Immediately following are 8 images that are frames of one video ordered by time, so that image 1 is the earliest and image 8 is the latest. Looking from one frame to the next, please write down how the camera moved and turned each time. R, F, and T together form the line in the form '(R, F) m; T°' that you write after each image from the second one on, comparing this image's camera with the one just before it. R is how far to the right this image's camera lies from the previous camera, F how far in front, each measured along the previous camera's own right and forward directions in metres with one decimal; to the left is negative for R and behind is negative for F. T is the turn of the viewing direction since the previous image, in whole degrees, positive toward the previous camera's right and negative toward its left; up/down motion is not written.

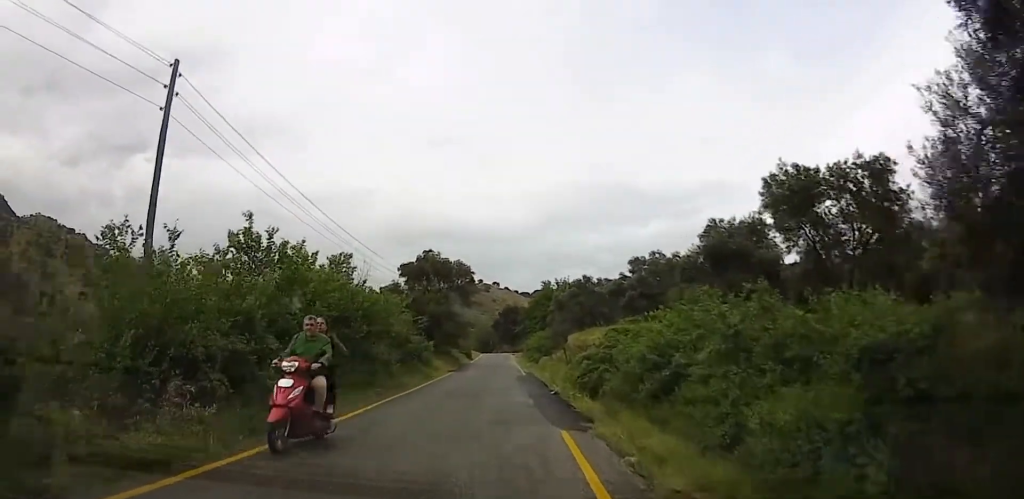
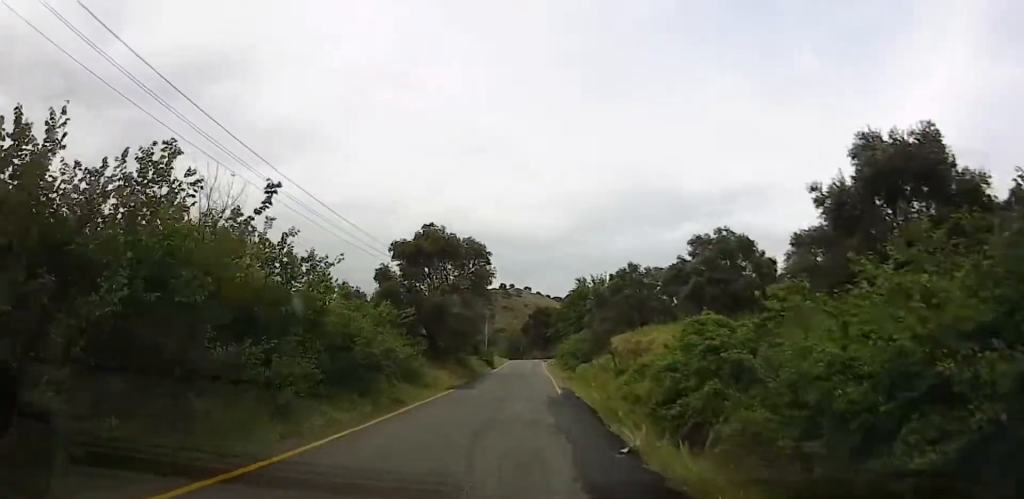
(+0.3, +9.1) m; +4°
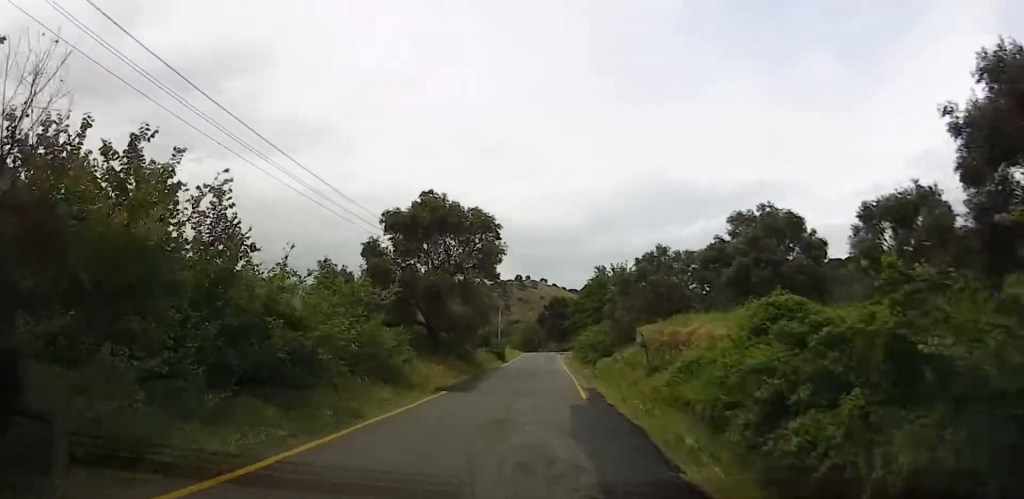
(+0.1, +4.3) m; +1°
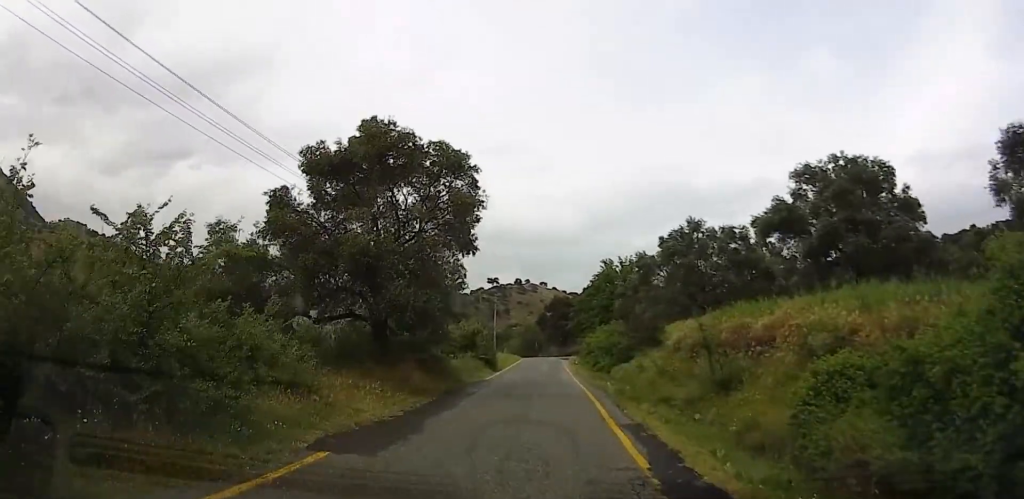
(-0.2, +8.0) m; -8°
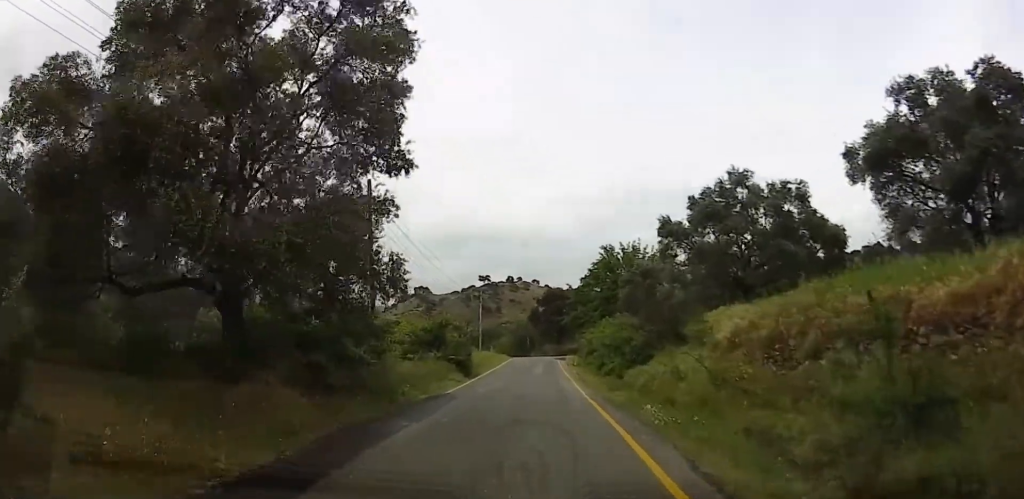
(-0.9, +7.6) m; -4°
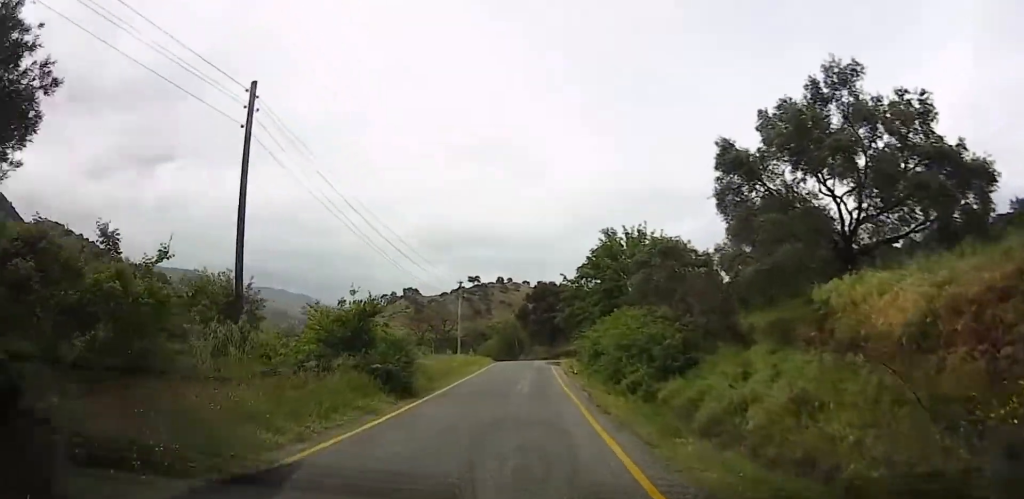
(+0.3, +9.4) m; +2°
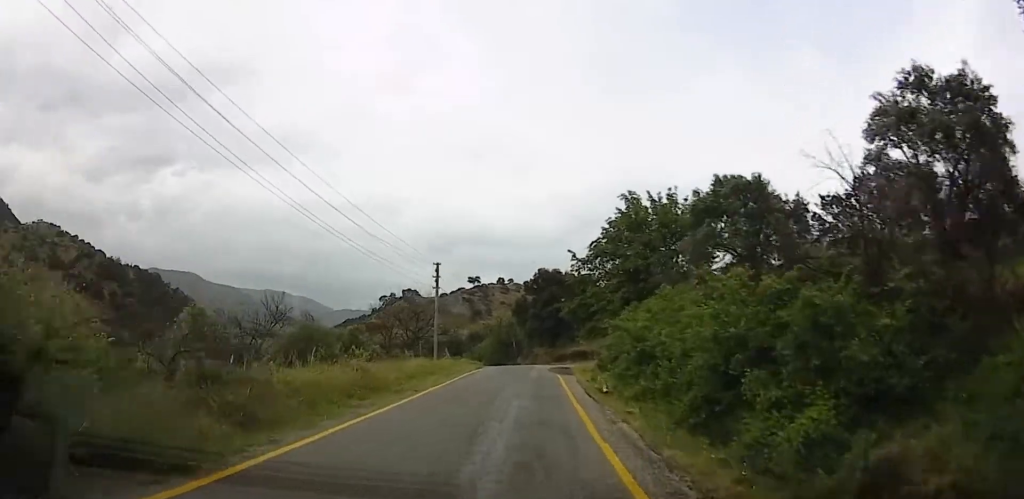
(+0.6, +12.6) m; +4°
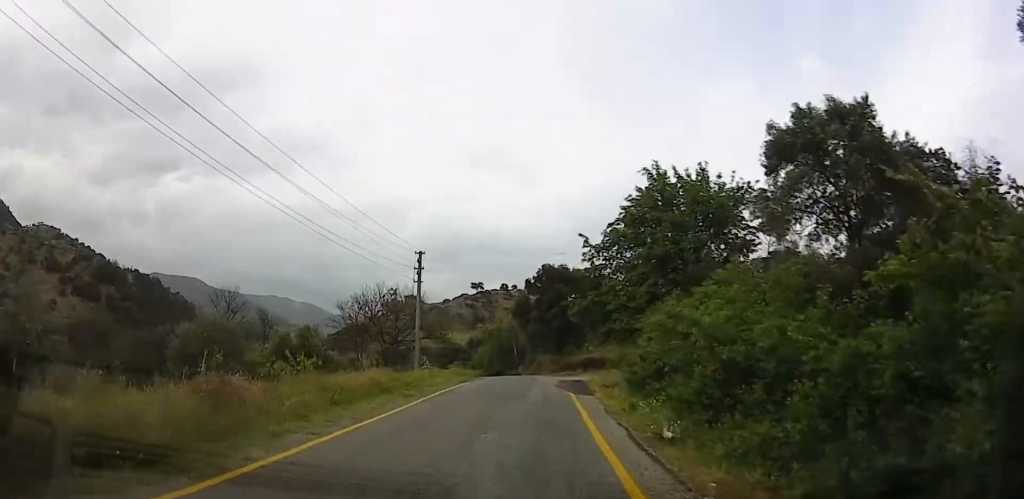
(0.0, +8.0) m; -1°
